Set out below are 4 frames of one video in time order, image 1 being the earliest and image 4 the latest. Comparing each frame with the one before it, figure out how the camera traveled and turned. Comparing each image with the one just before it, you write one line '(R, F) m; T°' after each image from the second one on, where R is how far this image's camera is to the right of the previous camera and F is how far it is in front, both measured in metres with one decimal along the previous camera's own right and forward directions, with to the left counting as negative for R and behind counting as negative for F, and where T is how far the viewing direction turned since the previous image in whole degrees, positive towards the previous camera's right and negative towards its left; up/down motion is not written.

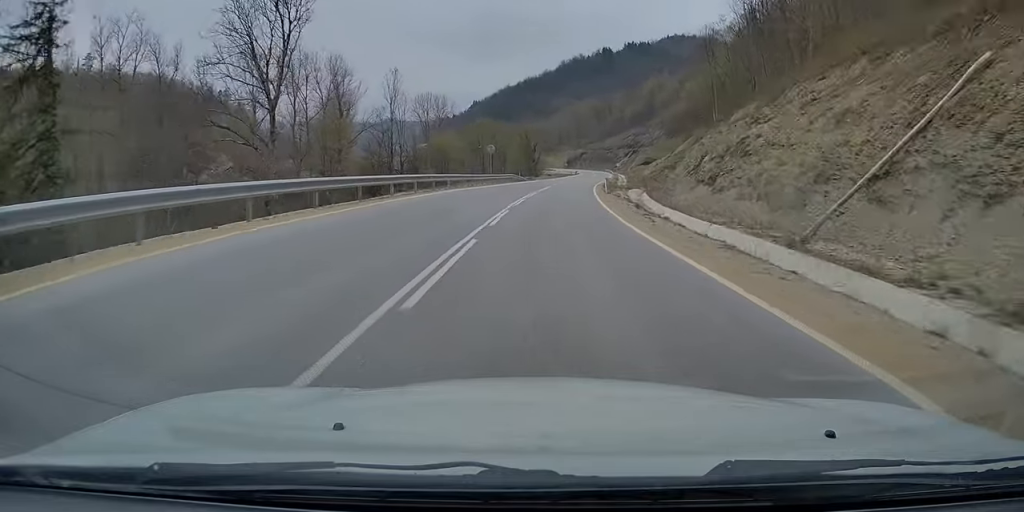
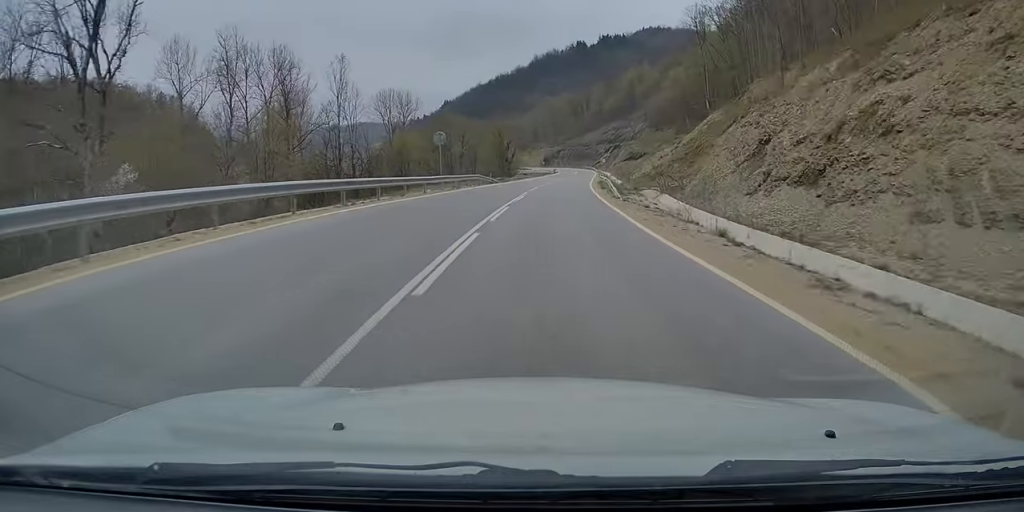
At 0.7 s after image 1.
(+0.3, +16.7) m; +2°
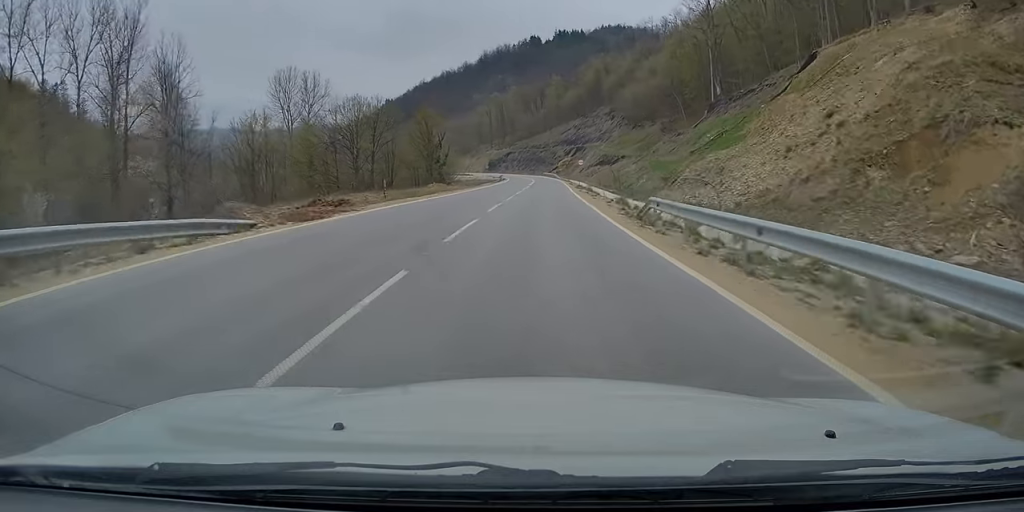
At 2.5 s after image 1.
(+1.9, +42.6) m; +5°
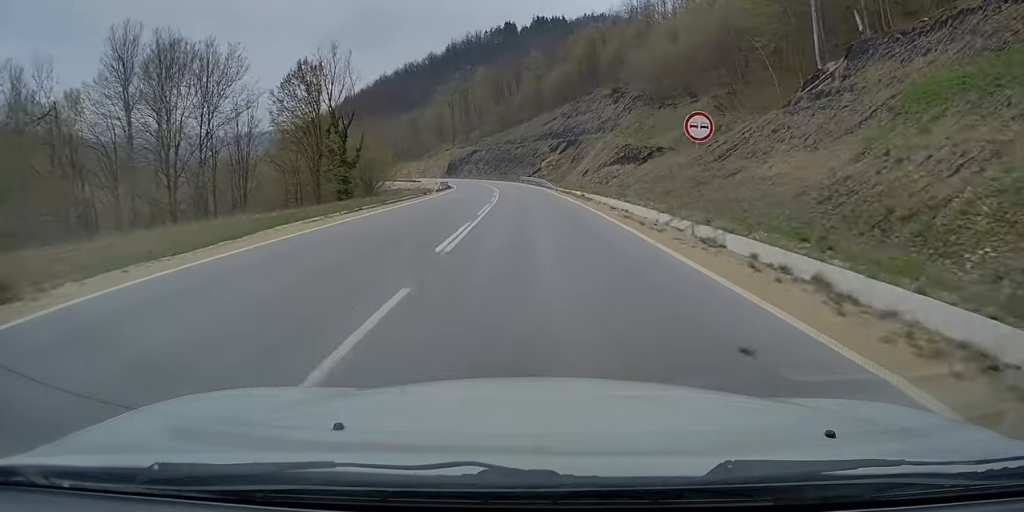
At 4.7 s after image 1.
(+1.7, +53.4) m; +2°
